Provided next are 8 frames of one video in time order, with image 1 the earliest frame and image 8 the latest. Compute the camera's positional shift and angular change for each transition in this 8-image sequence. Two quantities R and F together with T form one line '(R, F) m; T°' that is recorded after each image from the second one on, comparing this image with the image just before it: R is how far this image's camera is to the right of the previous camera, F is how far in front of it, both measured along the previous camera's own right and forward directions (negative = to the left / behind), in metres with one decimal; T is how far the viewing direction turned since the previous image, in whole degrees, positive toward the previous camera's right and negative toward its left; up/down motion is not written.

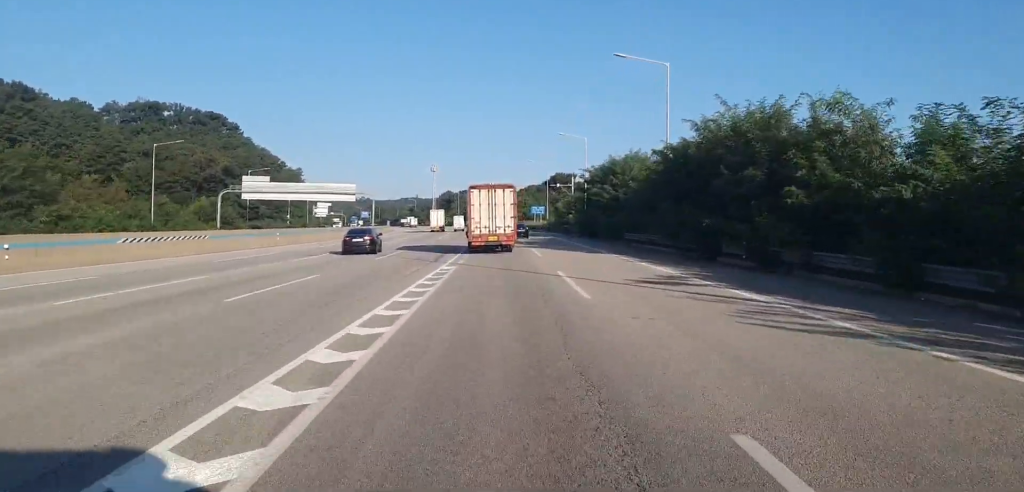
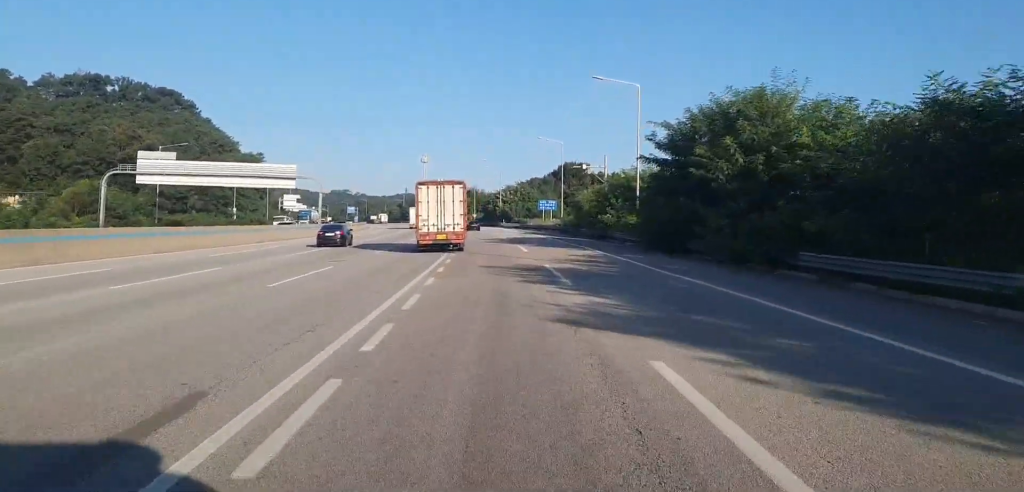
(-0.8, +36.9) m; -1°
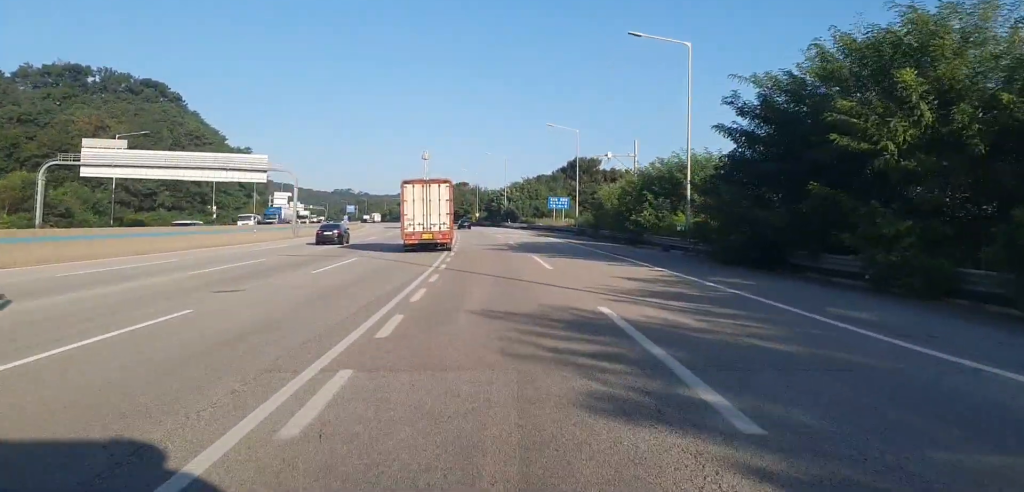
(+0.2, +13.6) m; +1°
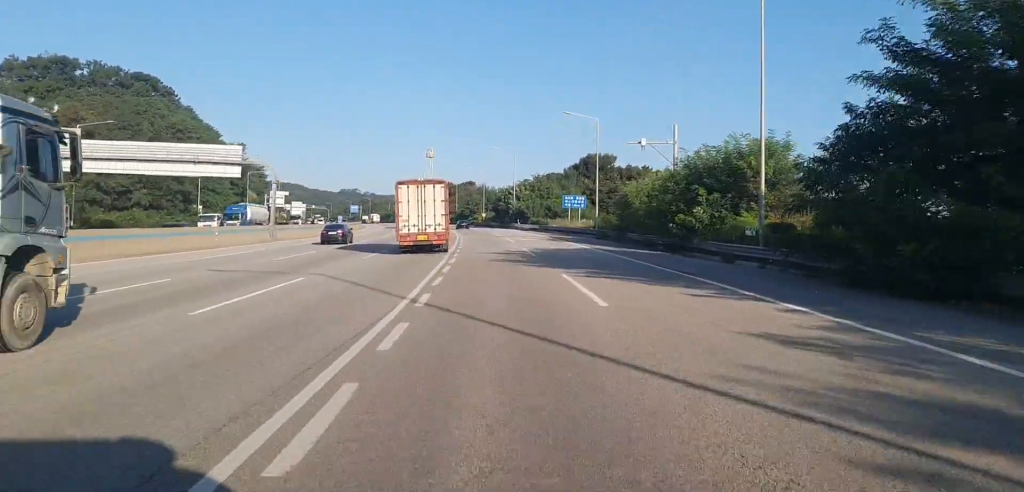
(+0.3, +10.6) m; 0°
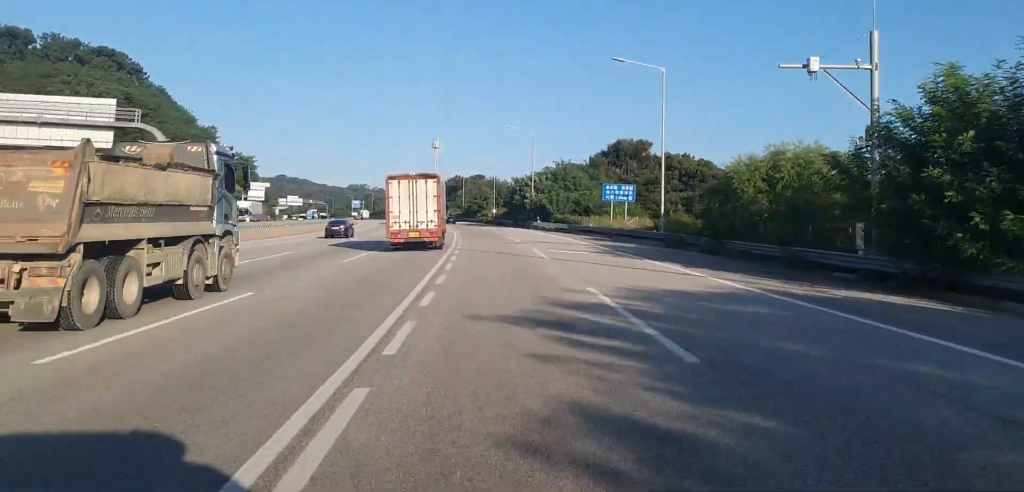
(-0.8, +24.9) m; -2°
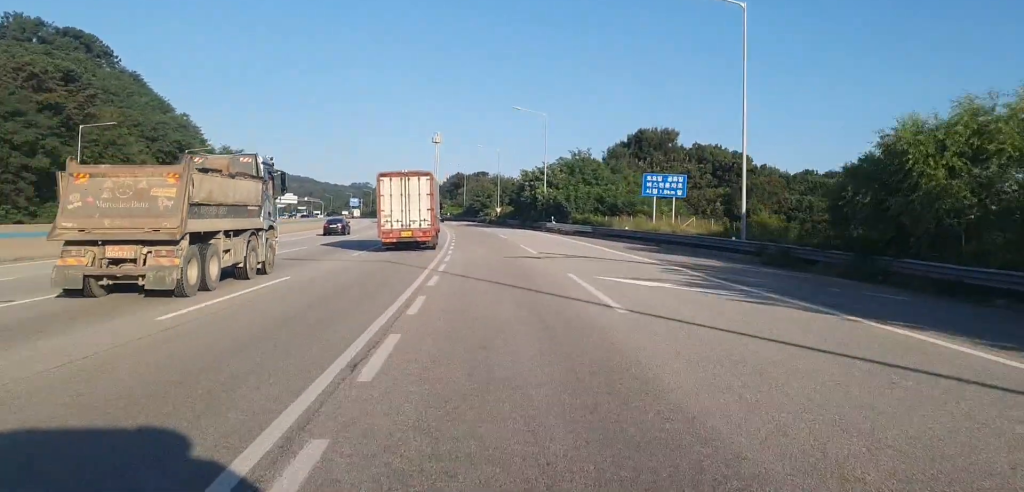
(-0.1, +15.9) m; 0°
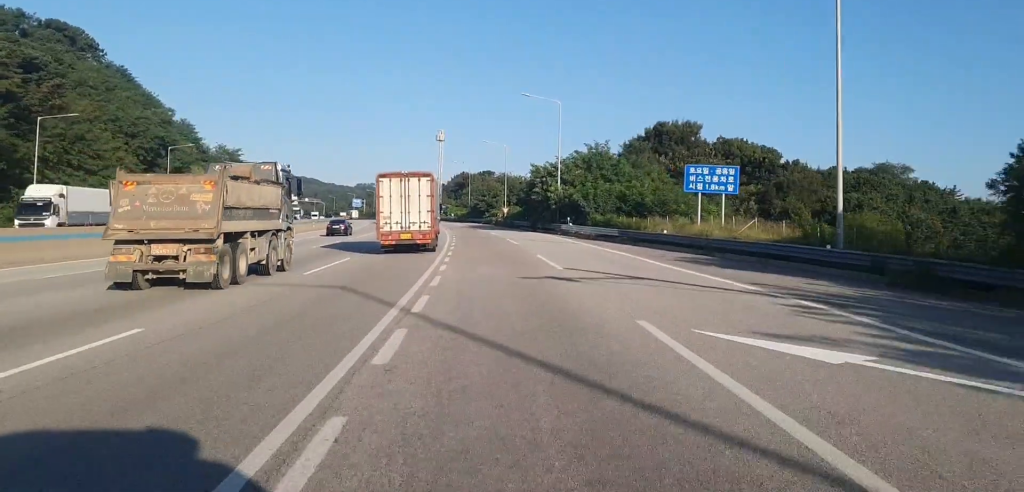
(+0.2, +9.7) m; -1°
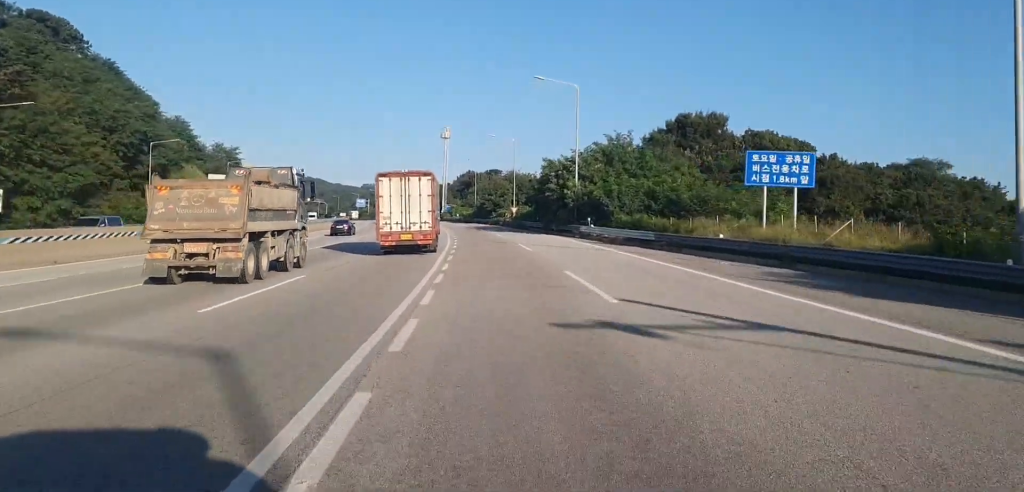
(-0.1, +9.5) m; -1°
